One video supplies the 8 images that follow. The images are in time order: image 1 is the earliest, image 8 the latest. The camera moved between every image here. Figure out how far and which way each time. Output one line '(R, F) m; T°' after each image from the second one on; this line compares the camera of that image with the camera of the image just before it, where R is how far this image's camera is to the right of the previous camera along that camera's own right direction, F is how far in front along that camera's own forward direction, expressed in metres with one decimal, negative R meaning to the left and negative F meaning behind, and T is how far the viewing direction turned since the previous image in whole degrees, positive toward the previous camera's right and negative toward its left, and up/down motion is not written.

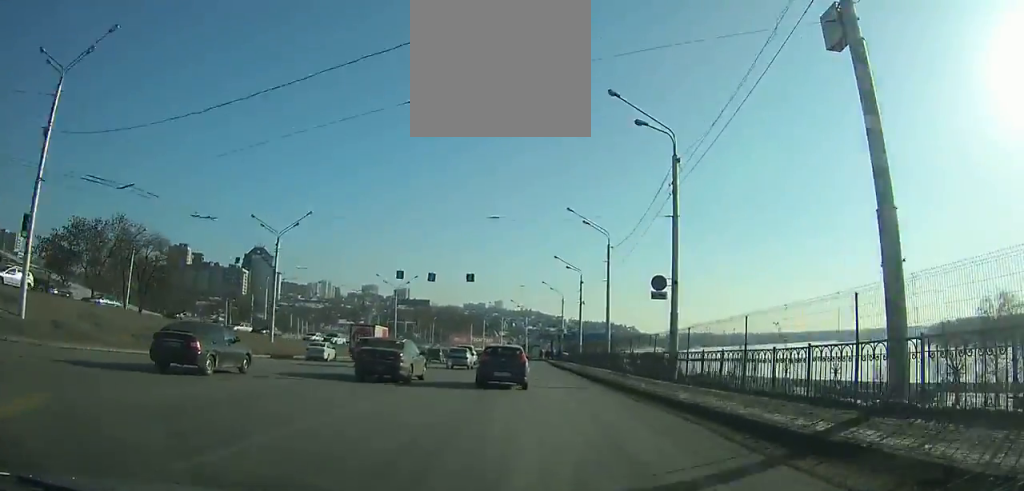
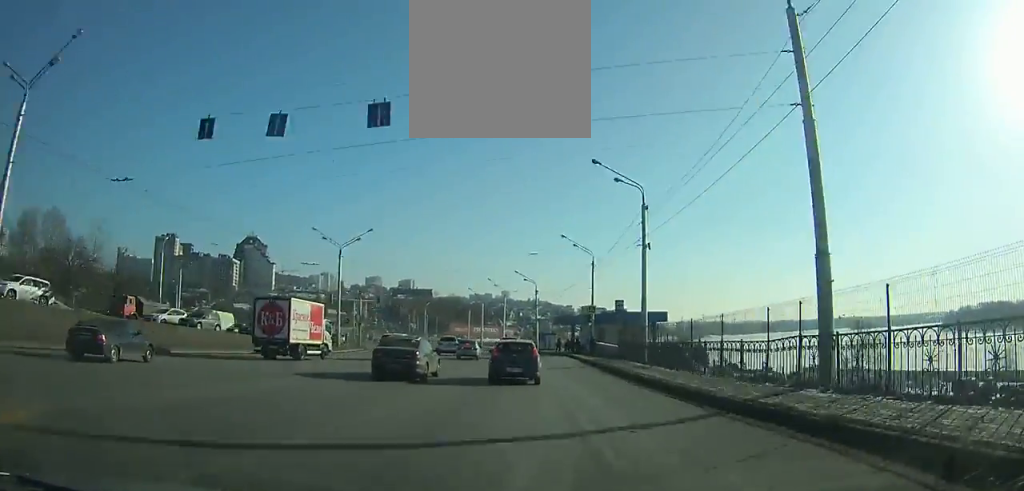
(-0.1, +33.0) m; -1°
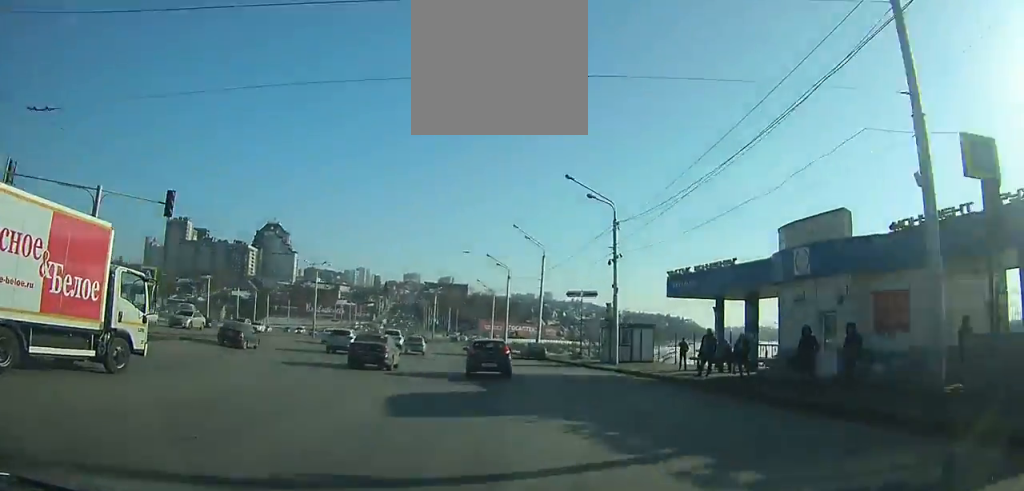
(-1.4, +51.2) m; -6°
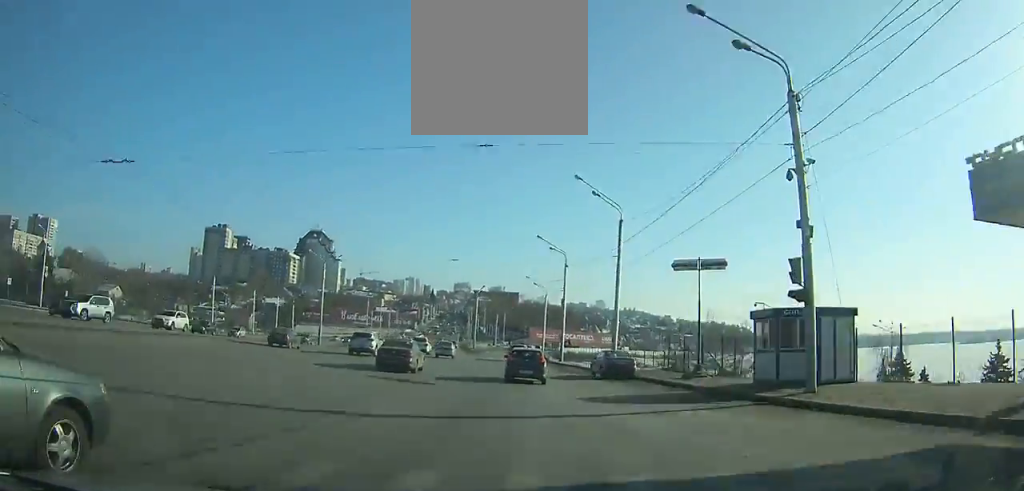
(-1.0, +21.0) m; -2°
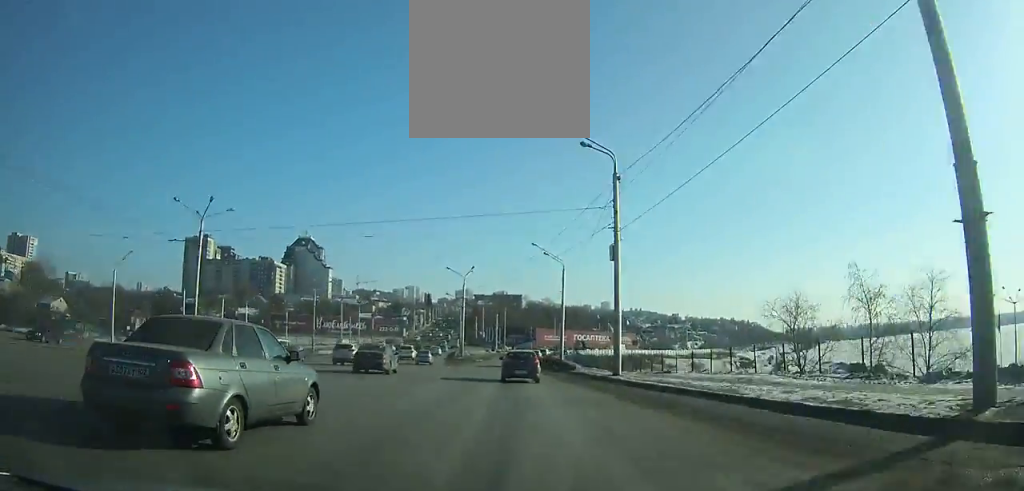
(-0.9, +32.4) m; -1°
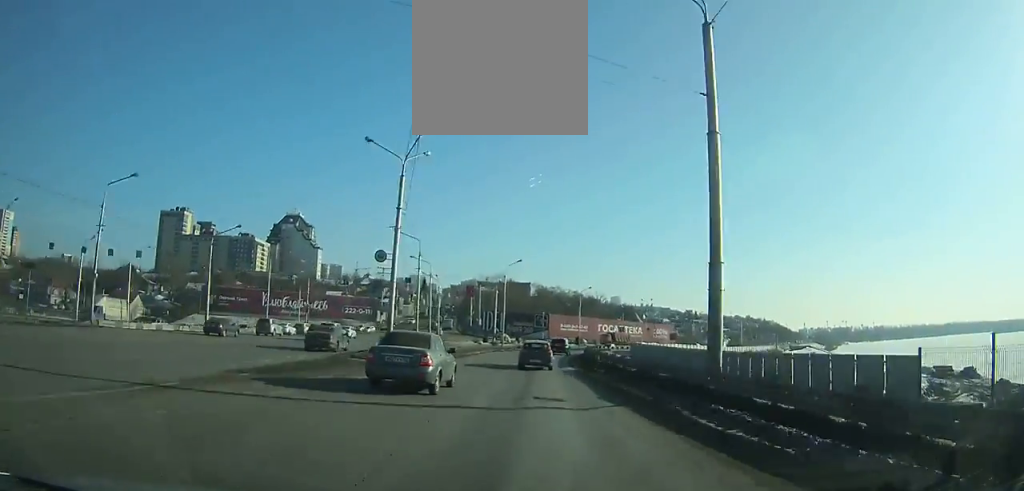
(+0.6, +46.9) m; +3°
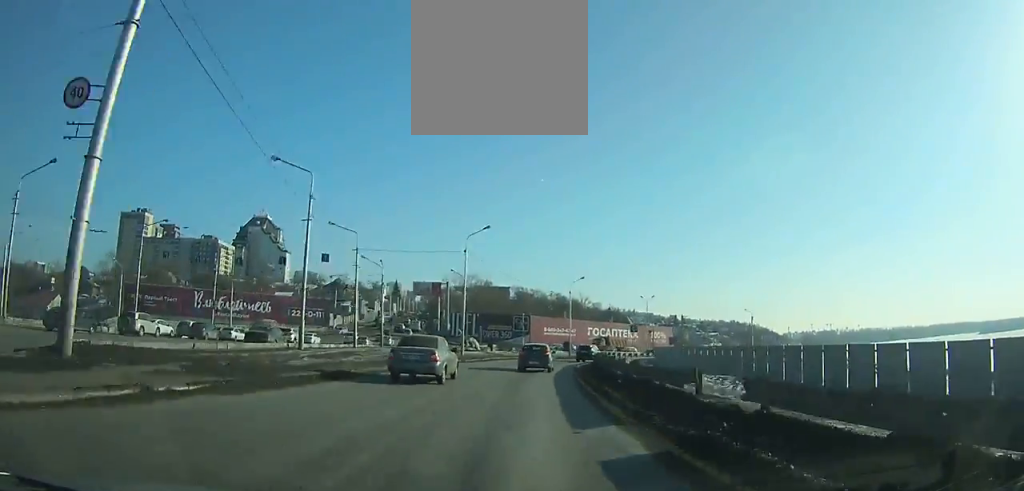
(+0.2, +22.9) m; +3°
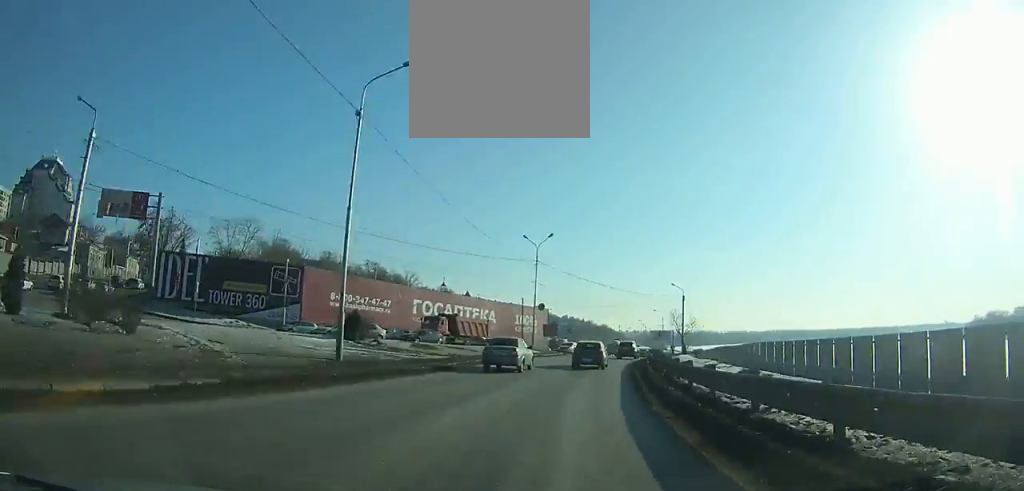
(+7.9, +59.7) m; +17°
